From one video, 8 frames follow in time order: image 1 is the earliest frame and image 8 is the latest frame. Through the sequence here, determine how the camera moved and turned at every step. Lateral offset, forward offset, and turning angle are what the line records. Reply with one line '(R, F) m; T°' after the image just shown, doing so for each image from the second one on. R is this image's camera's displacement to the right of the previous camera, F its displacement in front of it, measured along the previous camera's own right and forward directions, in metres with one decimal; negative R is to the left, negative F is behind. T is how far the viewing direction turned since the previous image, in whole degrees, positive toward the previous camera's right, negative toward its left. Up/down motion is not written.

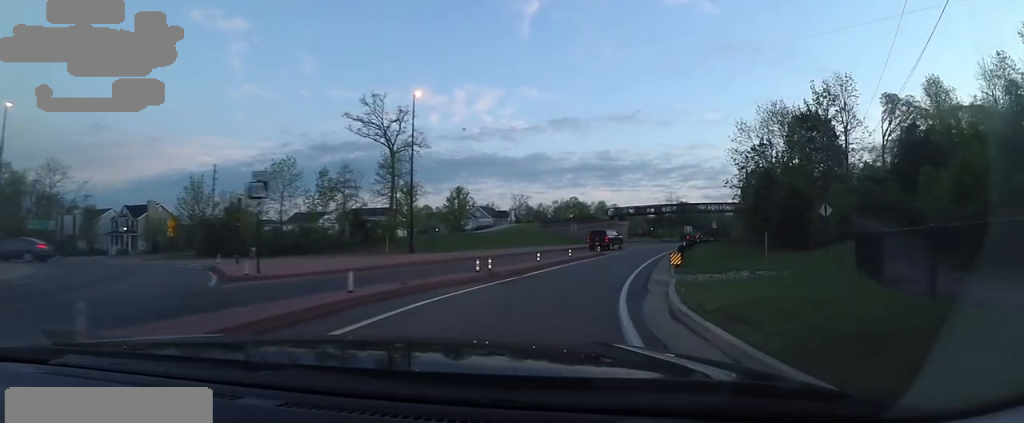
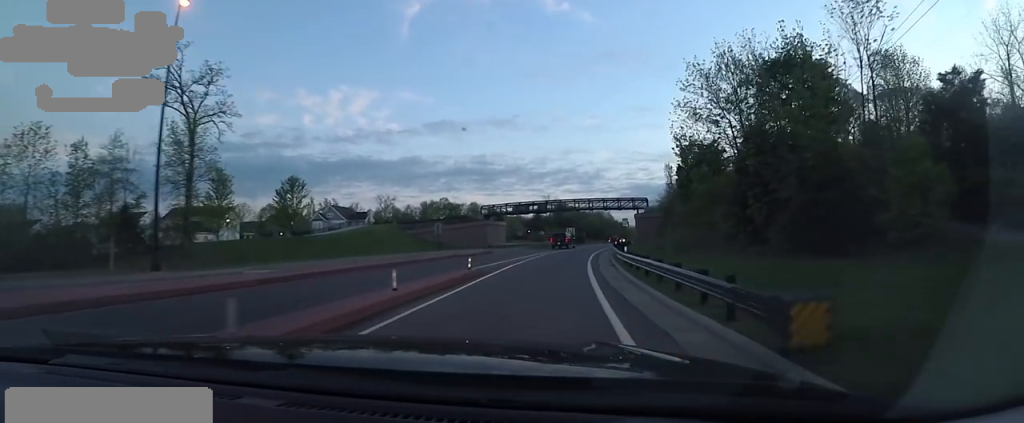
(+2.5, +17.0) m; +11°
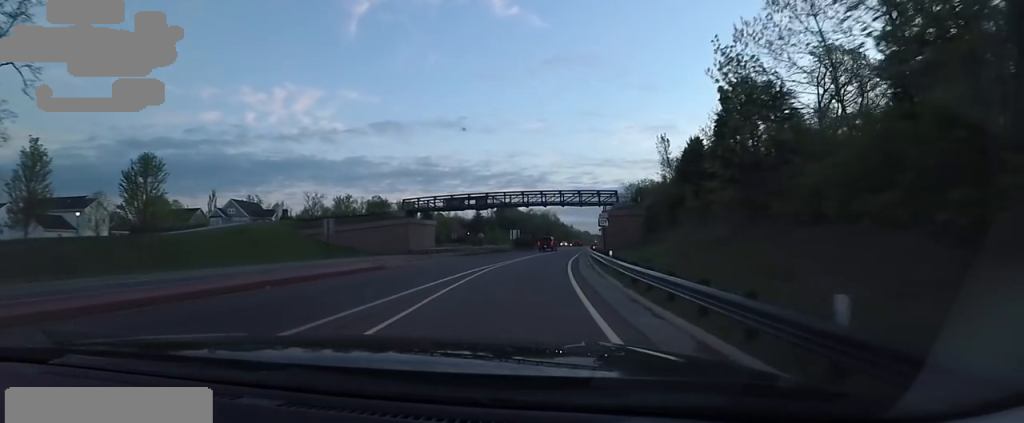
(0.0, +17.0) m; +5°
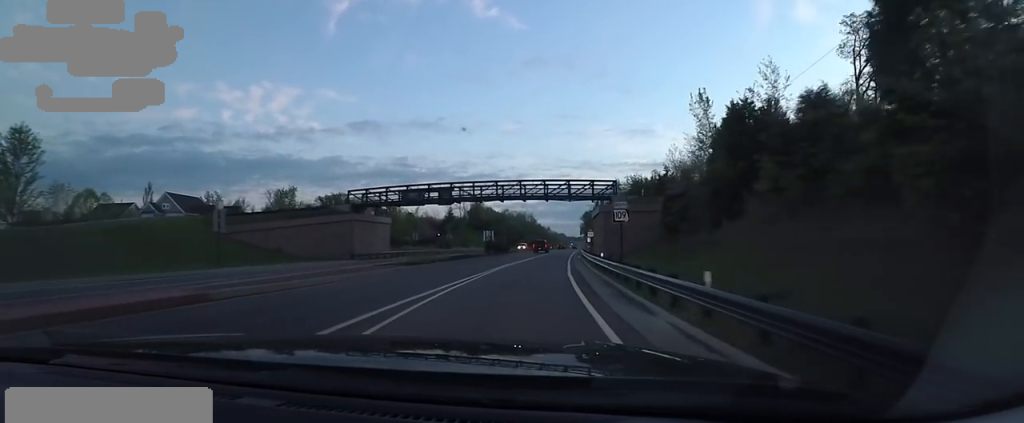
(+0.9, +11.9) m; +4°
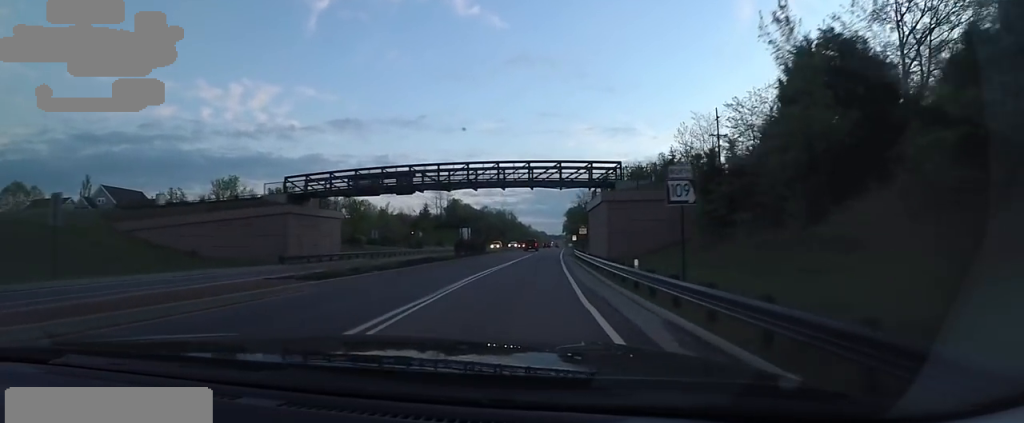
(+0.1, +9.9) m; +1°
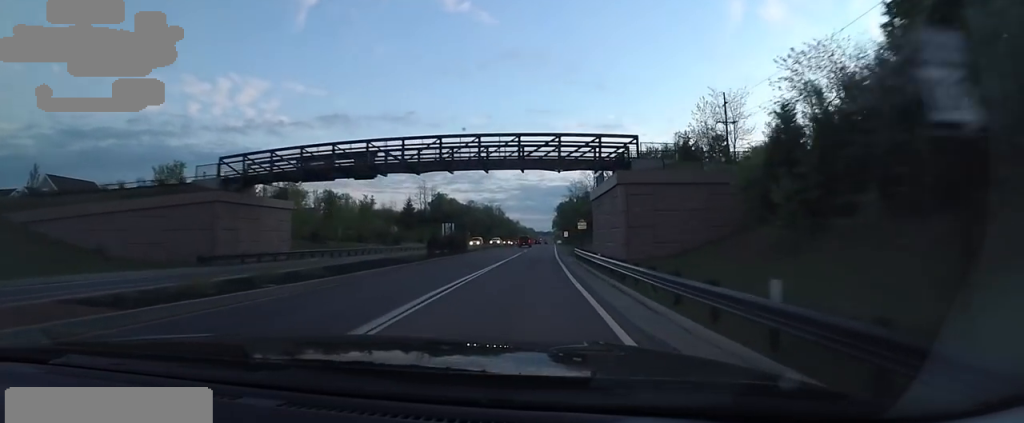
(-0.1, +7.8) m; 0°
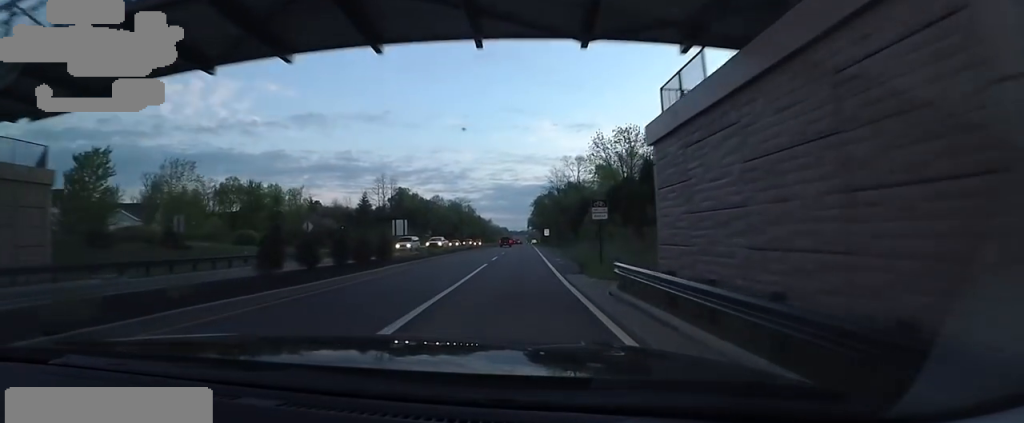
(+0.6, +19.4) m; +4°
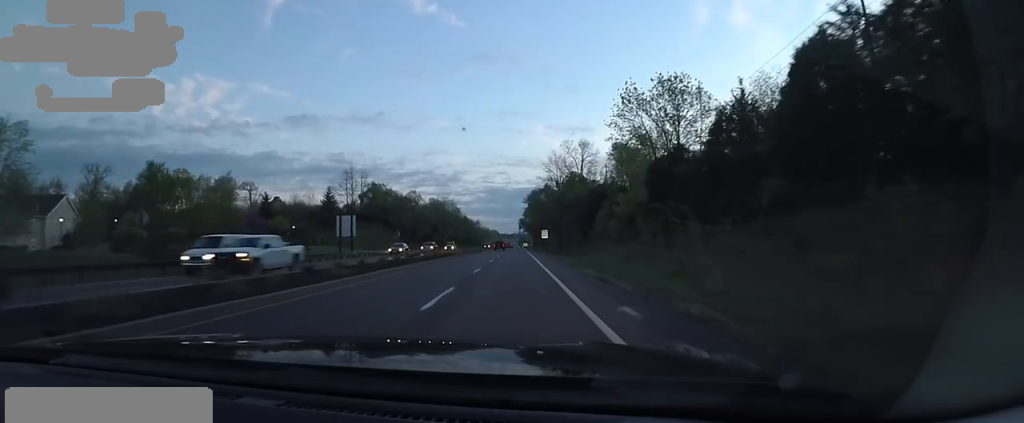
(+0.5, +19.6) m; 0°
